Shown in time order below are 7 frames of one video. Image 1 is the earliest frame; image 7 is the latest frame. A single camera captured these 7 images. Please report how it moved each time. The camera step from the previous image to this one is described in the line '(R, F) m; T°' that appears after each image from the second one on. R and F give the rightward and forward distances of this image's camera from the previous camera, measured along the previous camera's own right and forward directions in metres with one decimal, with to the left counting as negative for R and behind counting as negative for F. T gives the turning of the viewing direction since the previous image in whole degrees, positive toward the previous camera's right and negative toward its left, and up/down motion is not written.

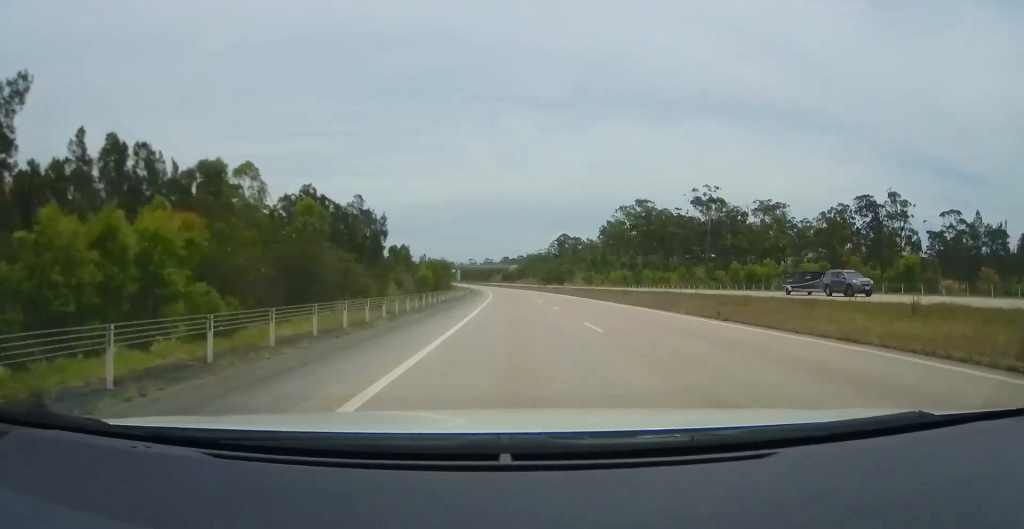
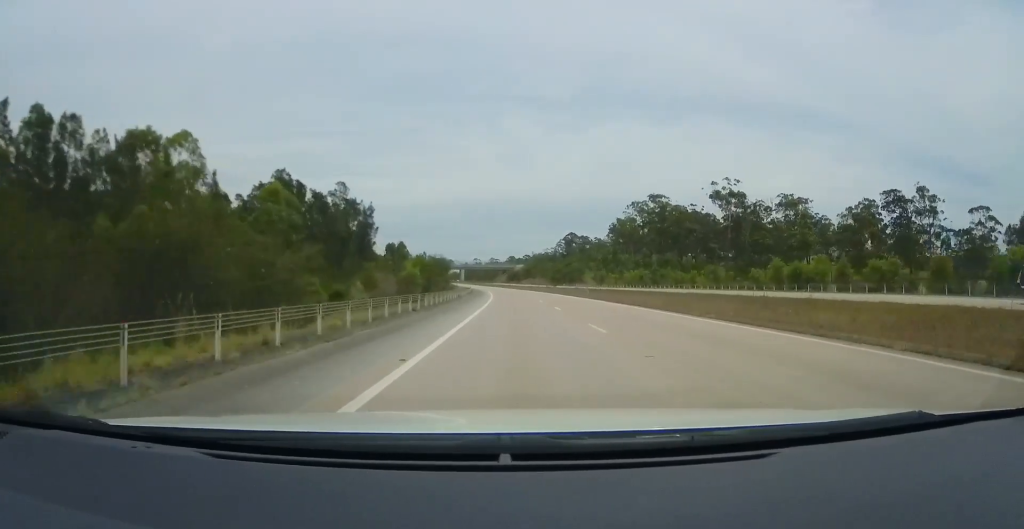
(+0.2, +12.0) m; -1°
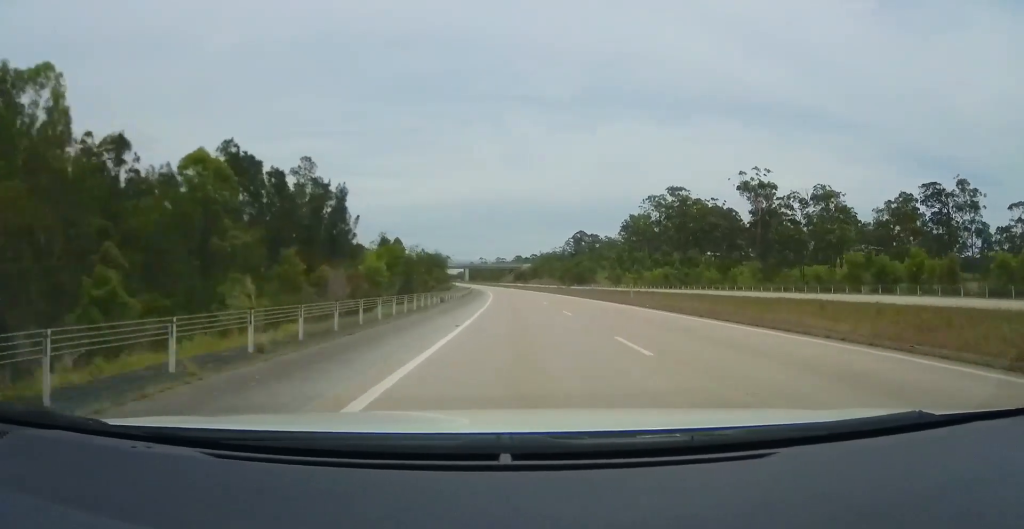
(-0.5, +15.6) m; -1°
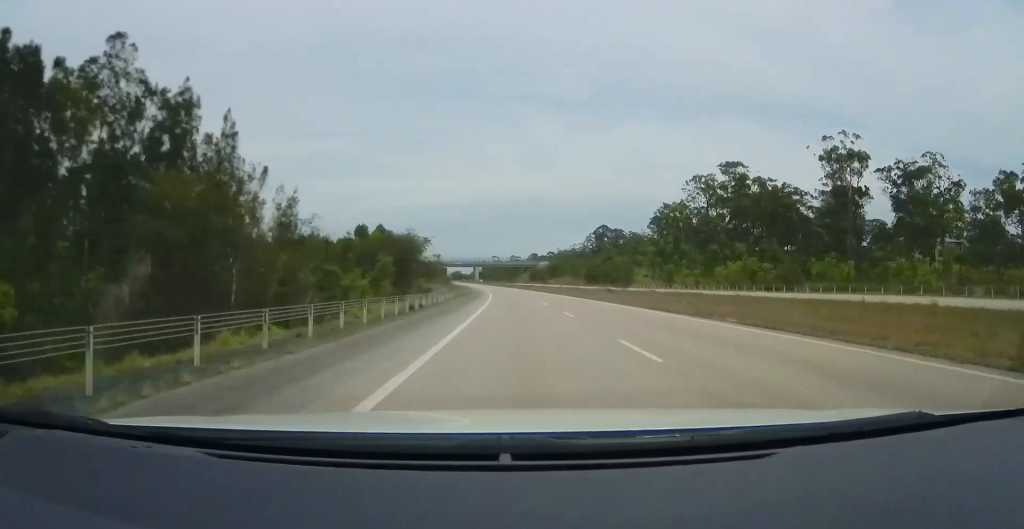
(-0.8, +36.2) m; -2°
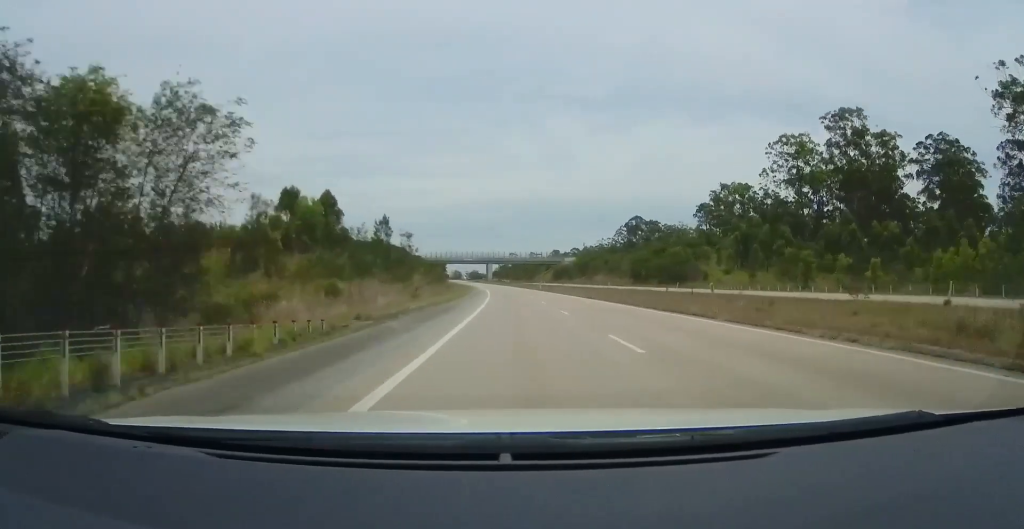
(-0.6, +45.8) m; -2°
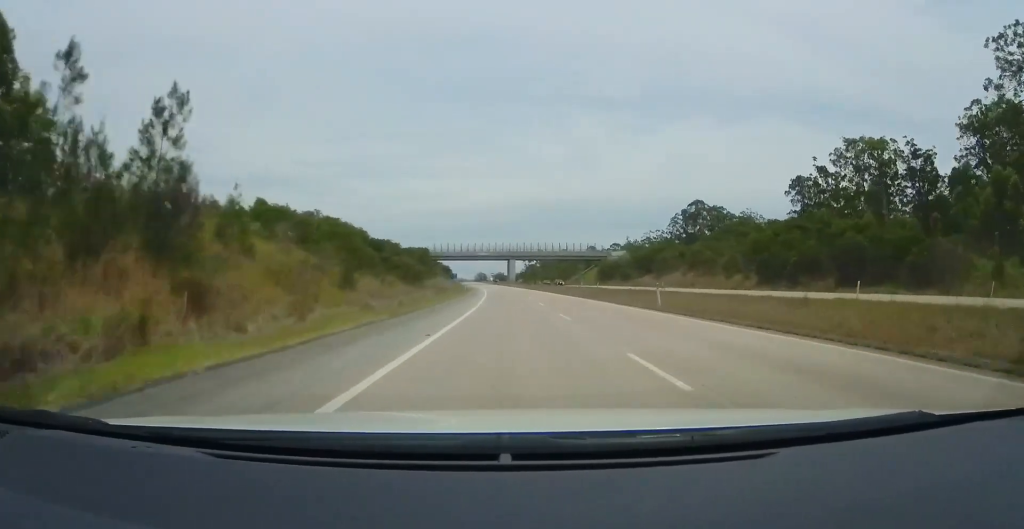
(-1.1, +62.4) m; -3°
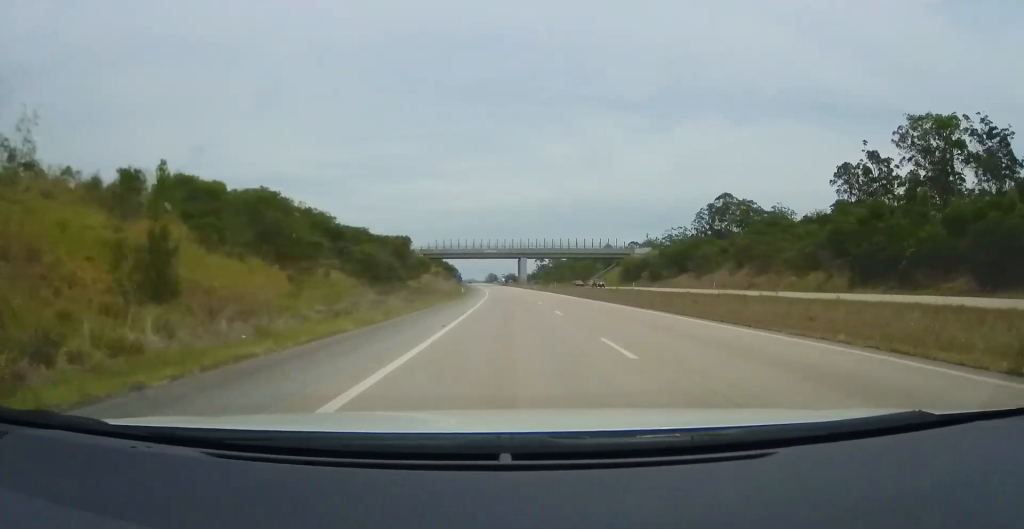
(-0.2, +21.5) m; -1°
